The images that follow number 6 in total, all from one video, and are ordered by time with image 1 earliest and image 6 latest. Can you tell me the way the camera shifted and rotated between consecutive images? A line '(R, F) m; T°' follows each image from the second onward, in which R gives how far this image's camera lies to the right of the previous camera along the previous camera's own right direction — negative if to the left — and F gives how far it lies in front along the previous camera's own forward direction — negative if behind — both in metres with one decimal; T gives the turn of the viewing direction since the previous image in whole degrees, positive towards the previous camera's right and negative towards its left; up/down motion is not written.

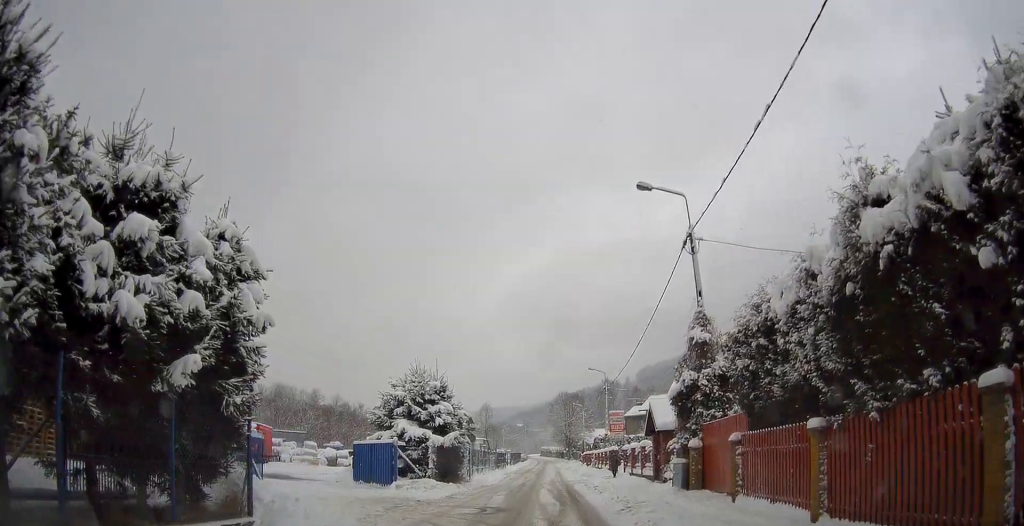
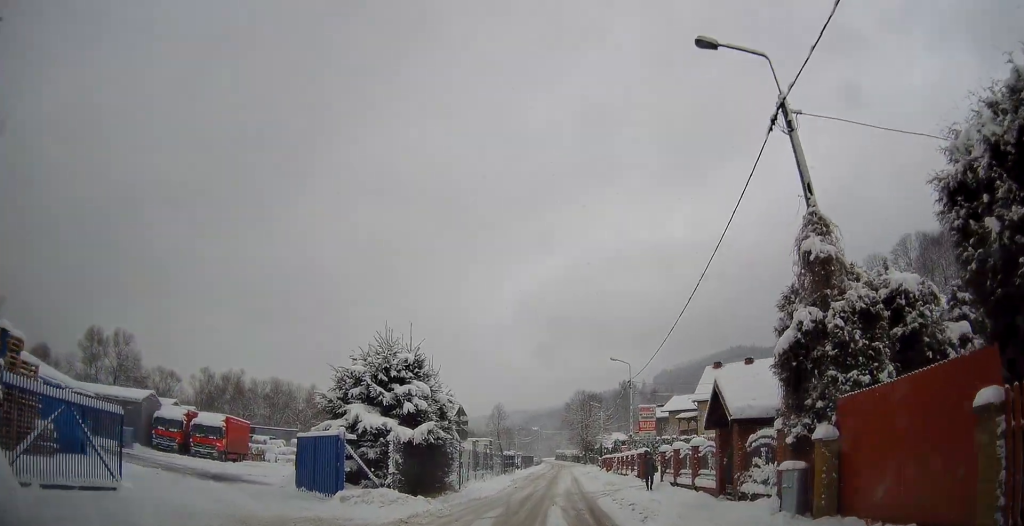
(-0.1, +7.7) m; -2°
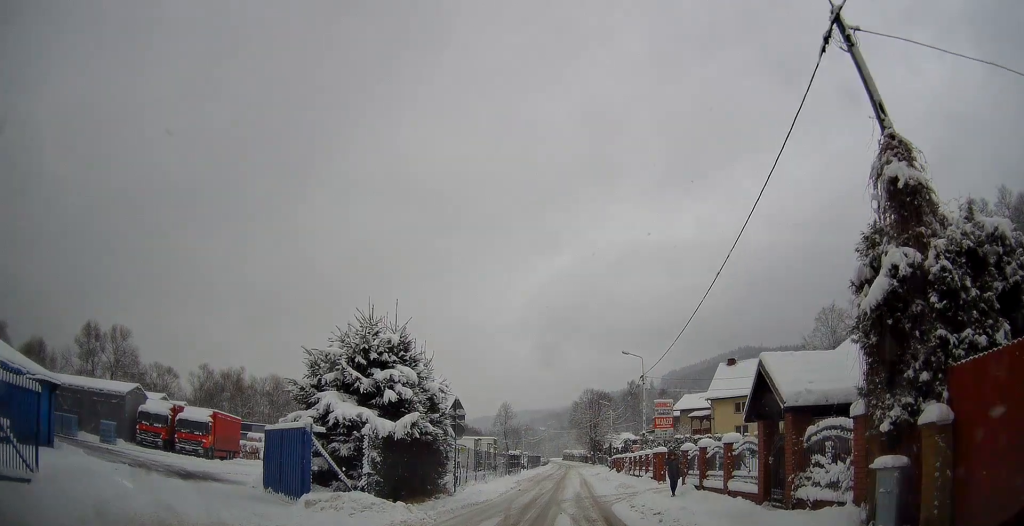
(-0.1, +2.8) m; +1°
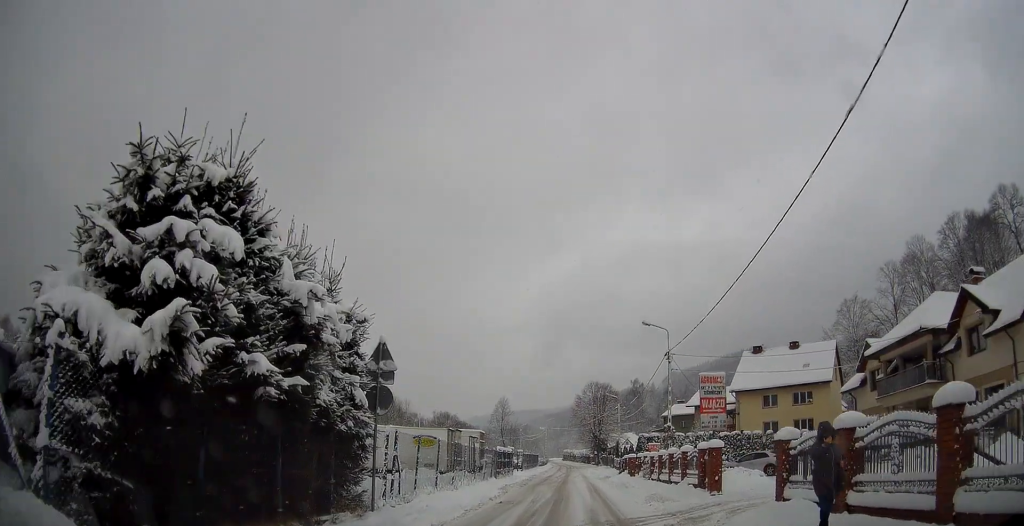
(+0.3, +8.9) m; +1°
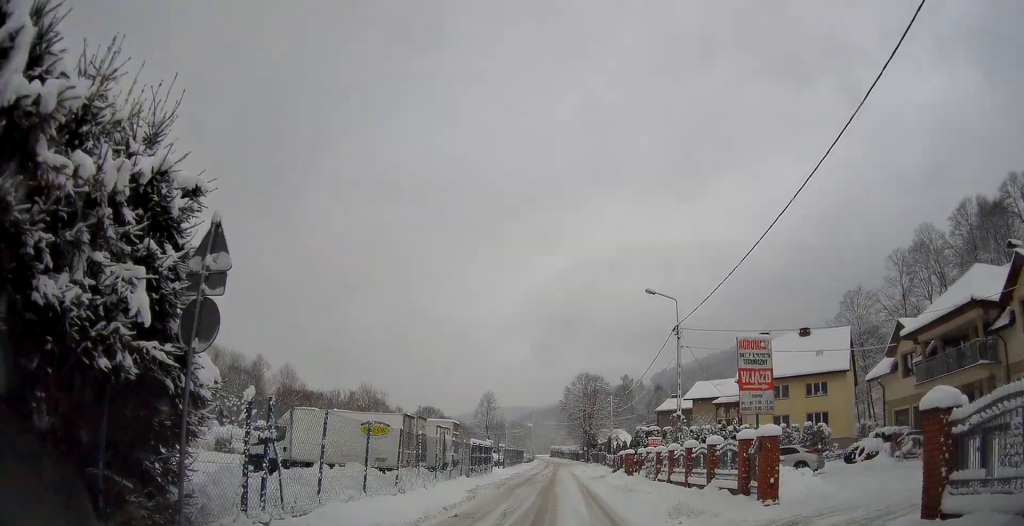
(-0.3, +5.7) m; -2°
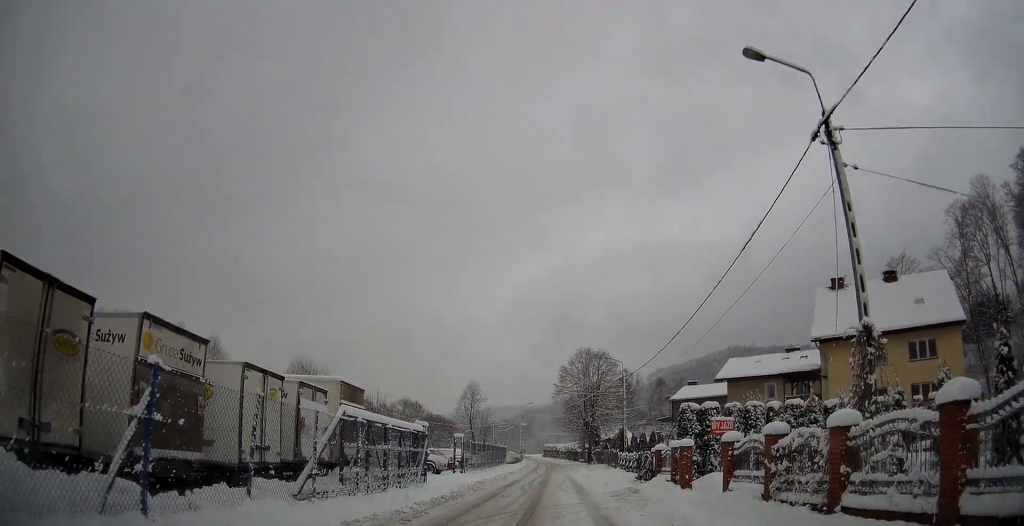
(+0.5, +17.5) m; +2°
